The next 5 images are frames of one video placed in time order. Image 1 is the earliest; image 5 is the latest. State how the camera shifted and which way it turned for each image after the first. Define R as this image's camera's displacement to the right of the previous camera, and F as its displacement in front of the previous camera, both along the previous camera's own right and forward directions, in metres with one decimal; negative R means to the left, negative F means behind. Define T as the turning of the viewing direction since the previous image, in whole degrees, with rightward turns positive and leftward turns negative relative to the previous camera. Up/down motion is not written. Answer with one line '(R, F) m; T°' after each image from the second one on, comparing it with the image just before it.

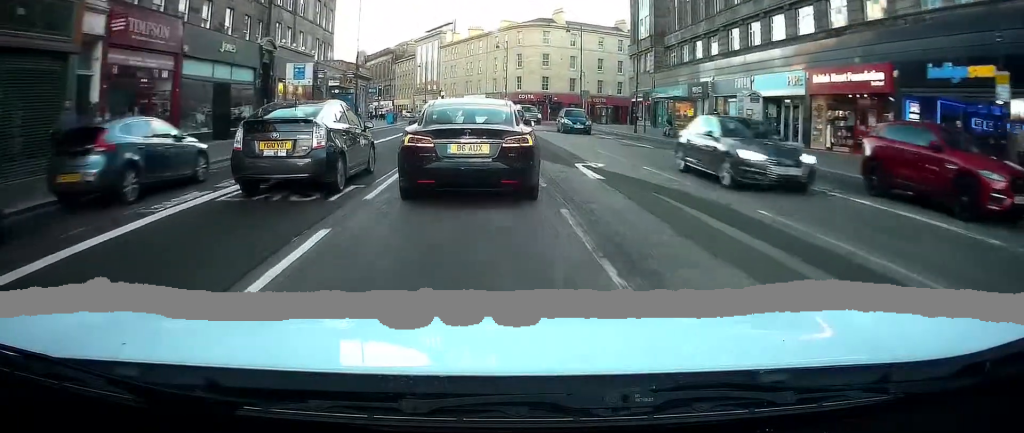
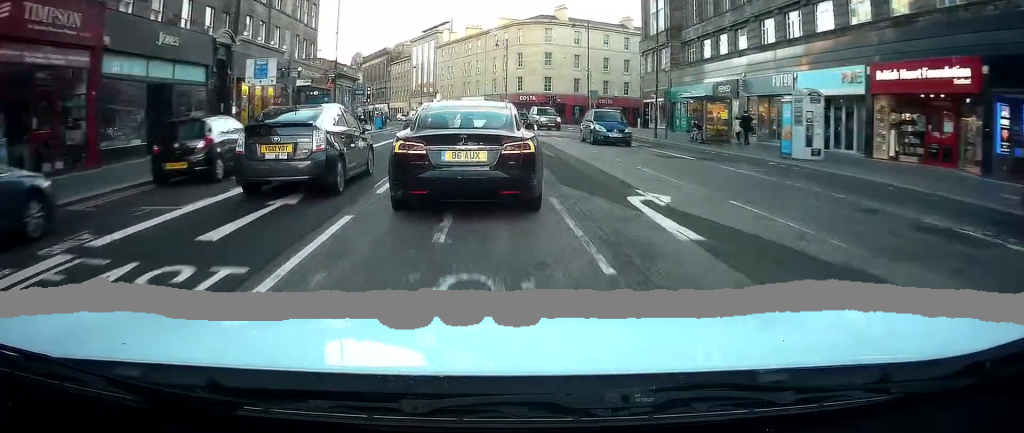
(0.0, +5.5) m; 0°
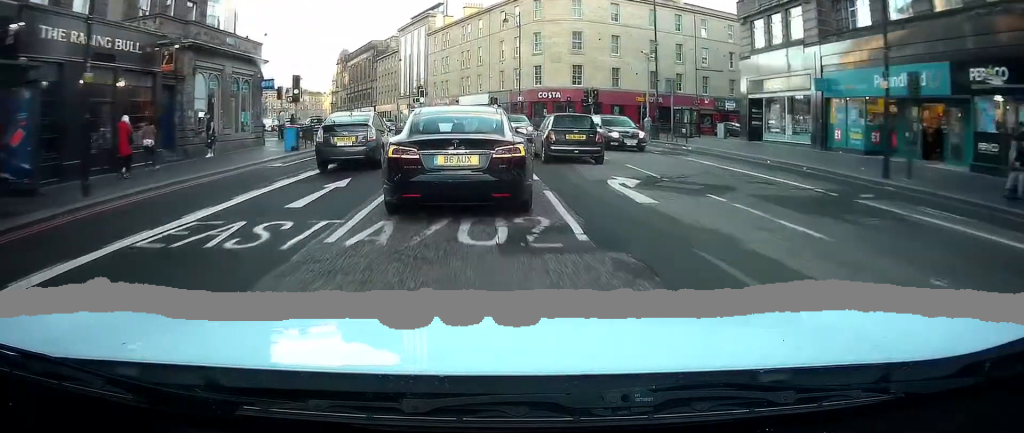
(+1.0, +22.7) m; +5°
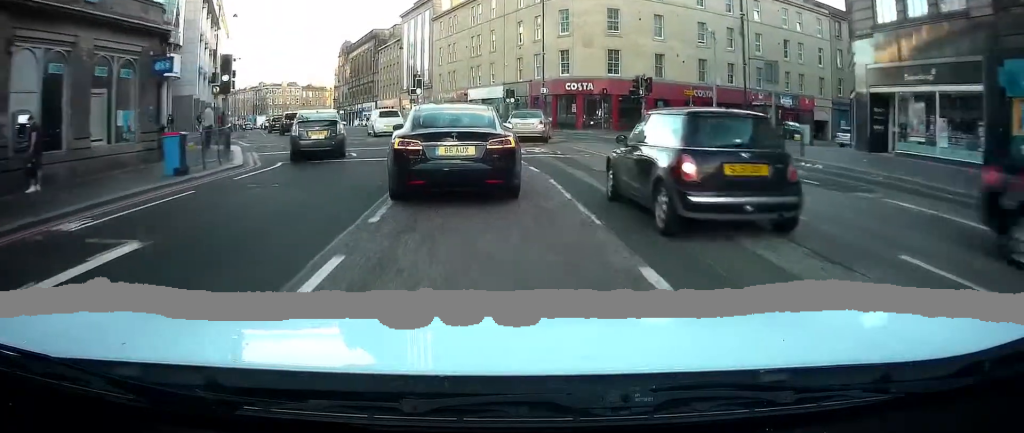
(-0.2, +10.8) m; -3°
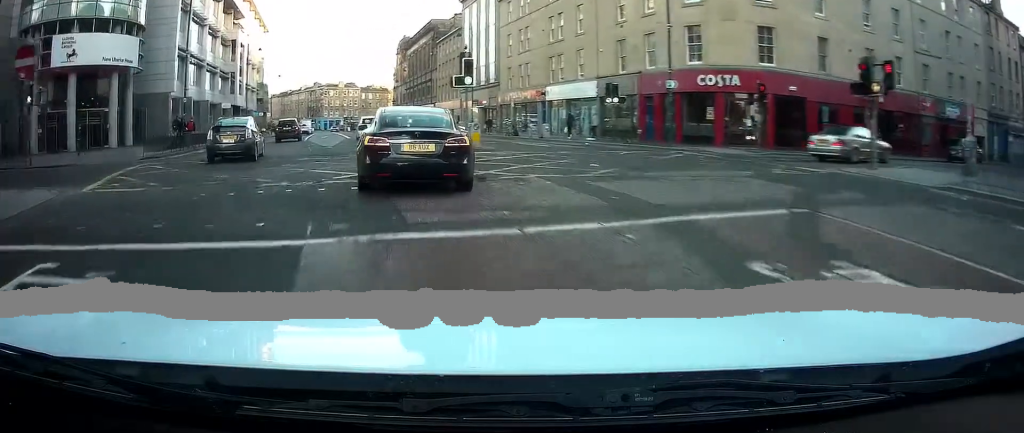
(-1.2, +15.4) m; -10°
